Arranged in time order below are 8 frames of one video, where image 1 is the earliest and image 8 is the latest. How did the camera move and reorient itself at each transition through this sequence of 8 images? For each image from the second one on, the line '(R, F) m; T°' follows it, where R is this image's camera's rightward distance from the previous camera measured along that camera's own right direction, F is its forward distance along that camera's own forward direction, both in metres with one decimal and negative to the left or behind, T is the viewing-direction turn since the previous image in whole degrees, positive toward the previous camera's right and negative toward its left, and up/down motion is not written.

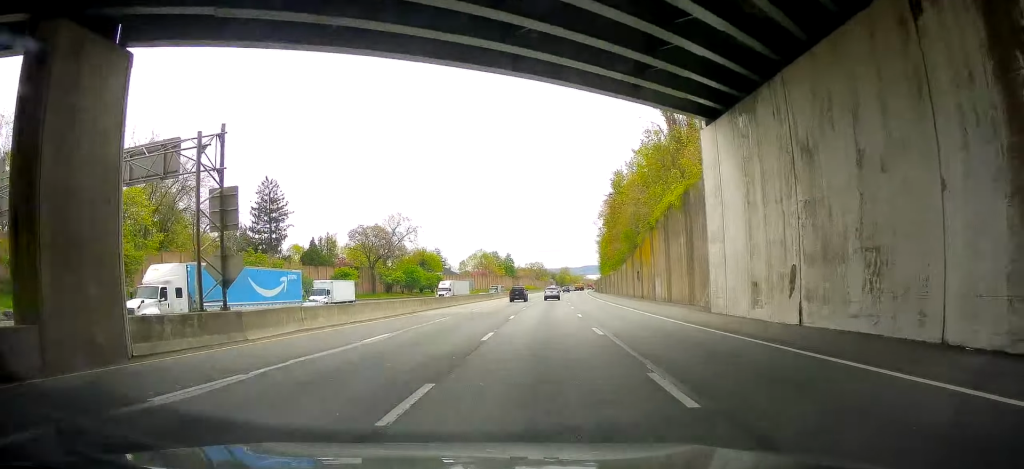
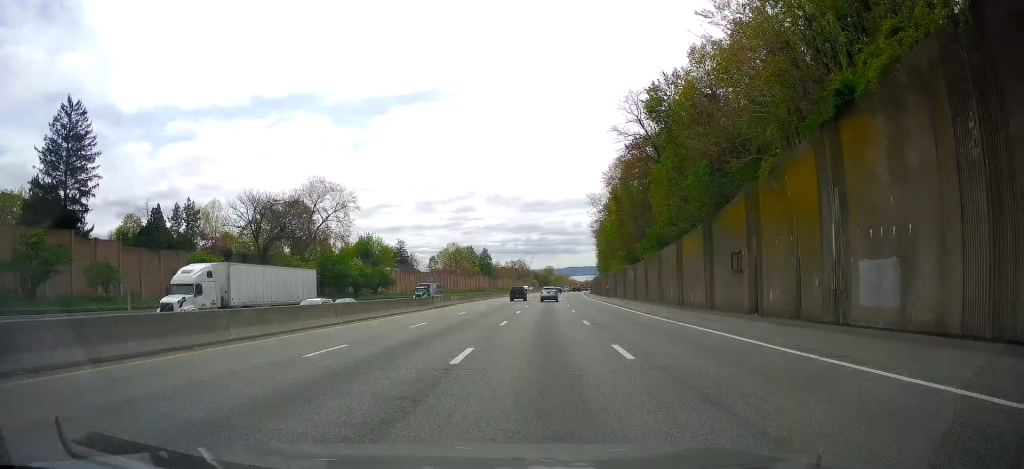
(-0.3, +43.1) m; +1°
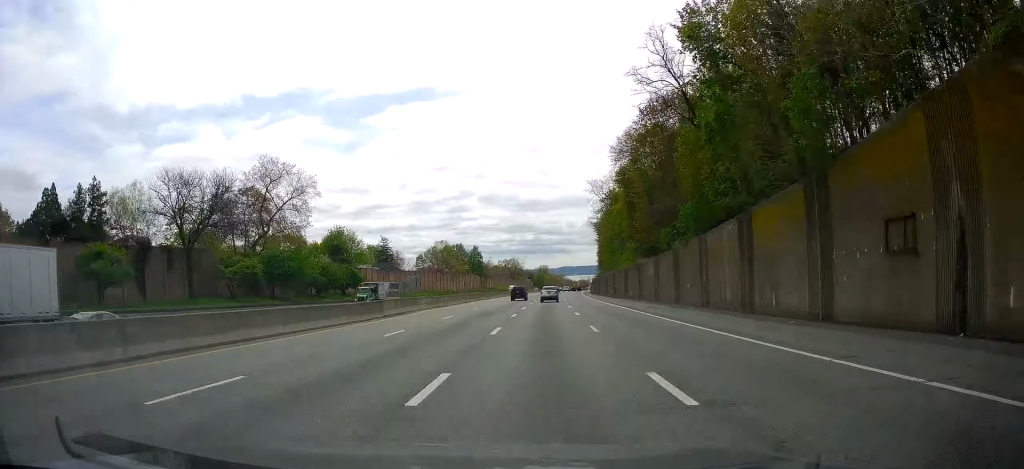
(+0.5, +17.1) m; +1°
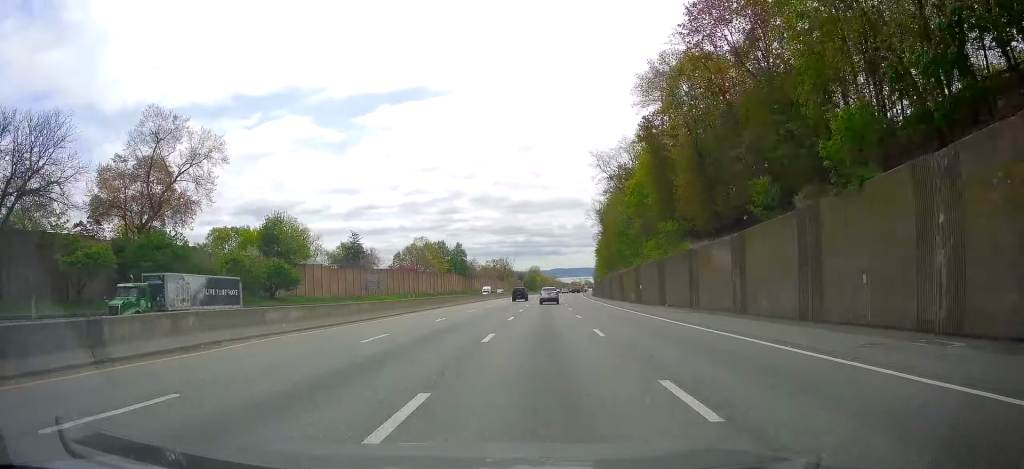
(+0.3, +26.7) m; +1°
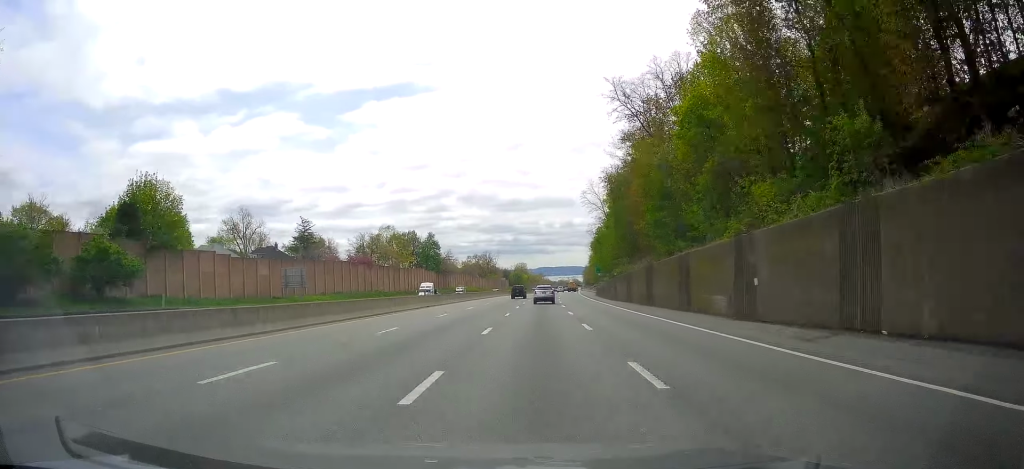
(+0.2, +34.1) m; +2°
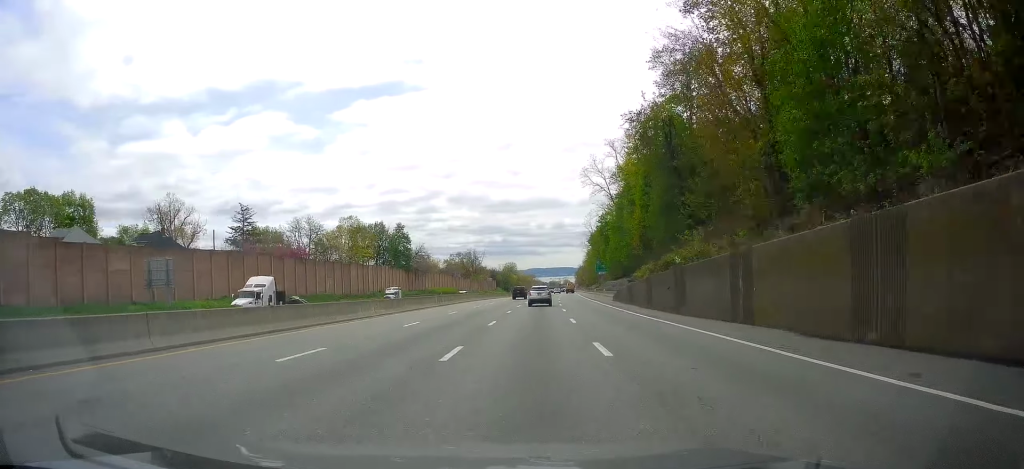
(+0.7, +31.8) m; +2°
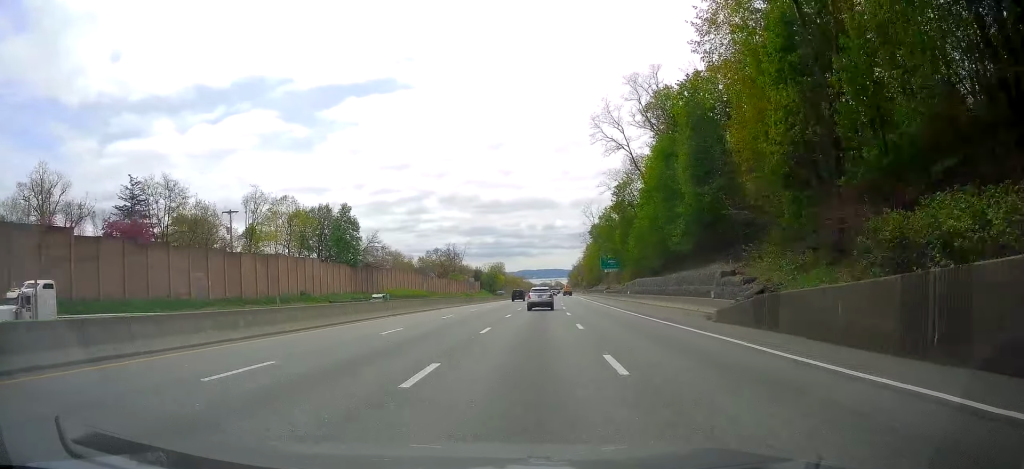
(+0.3, +40.1) m; +1°
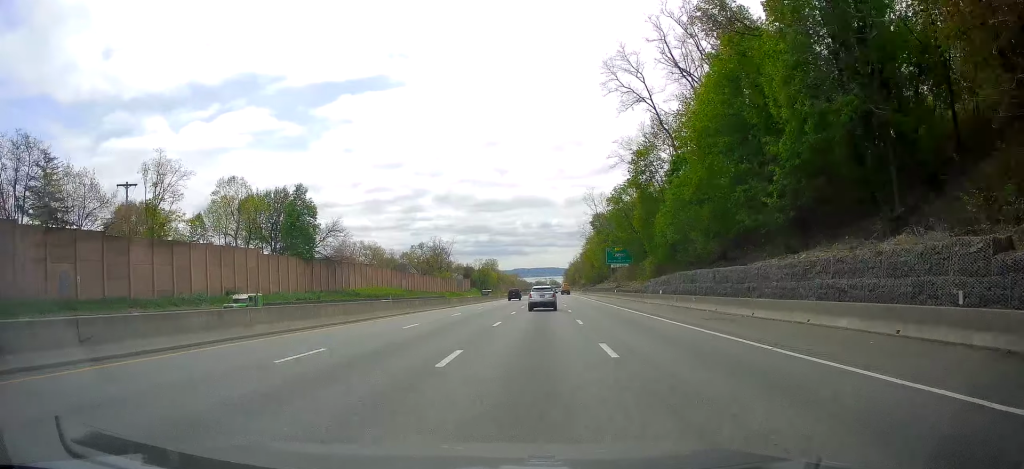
(+0.1, +22.0) m; 0°
